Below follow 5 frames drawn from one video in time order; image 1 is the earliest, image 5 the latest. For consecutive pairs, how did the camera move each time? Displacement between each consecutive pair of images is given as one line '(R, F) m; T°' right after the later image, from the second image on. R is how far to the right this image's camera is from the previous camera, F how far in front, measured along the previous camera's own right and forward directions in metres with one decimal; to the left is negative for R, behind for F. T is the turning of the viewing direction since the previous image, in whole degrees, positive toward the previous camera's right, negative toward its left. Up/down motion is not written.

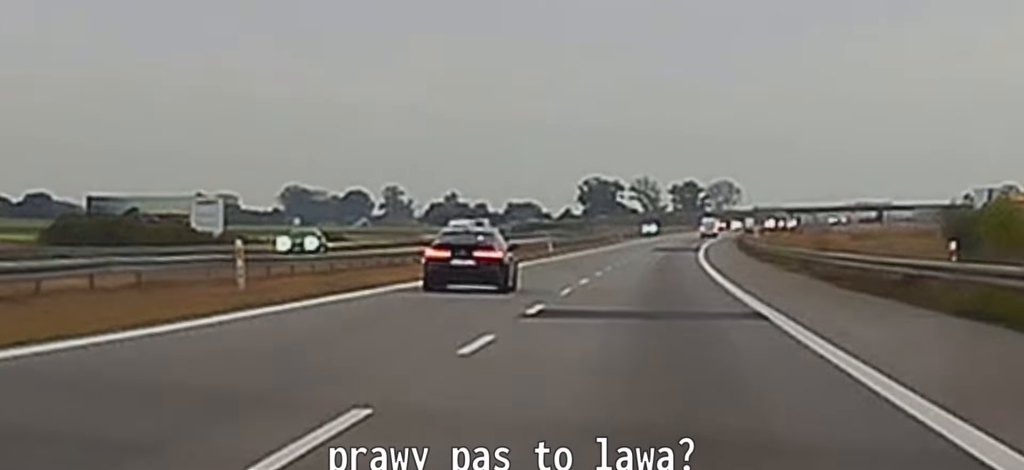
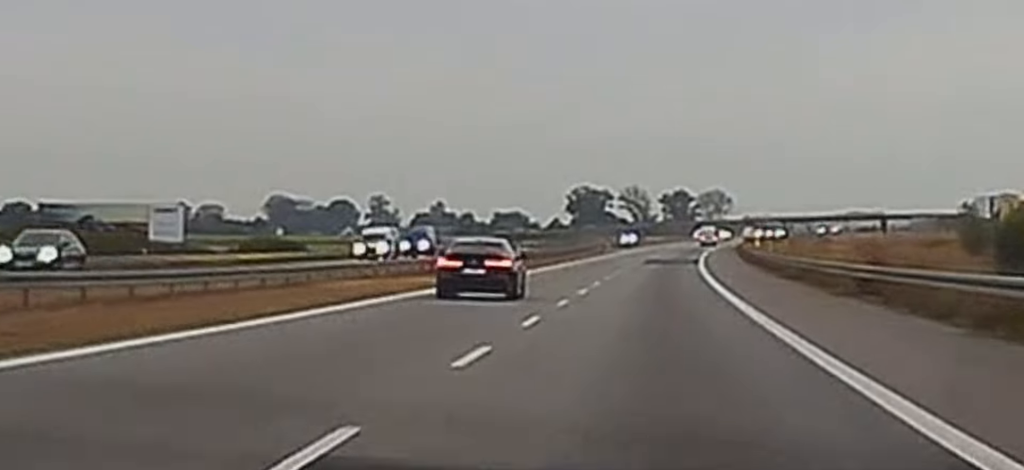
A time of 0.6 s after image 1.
(0.0, +25.3) m; 0°
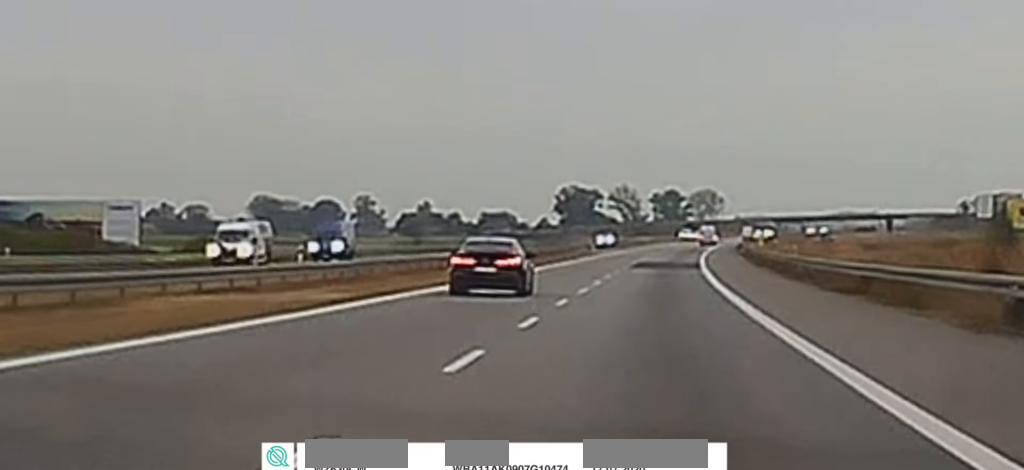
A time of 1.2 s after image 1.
(0.0, +24.0) m; 0°
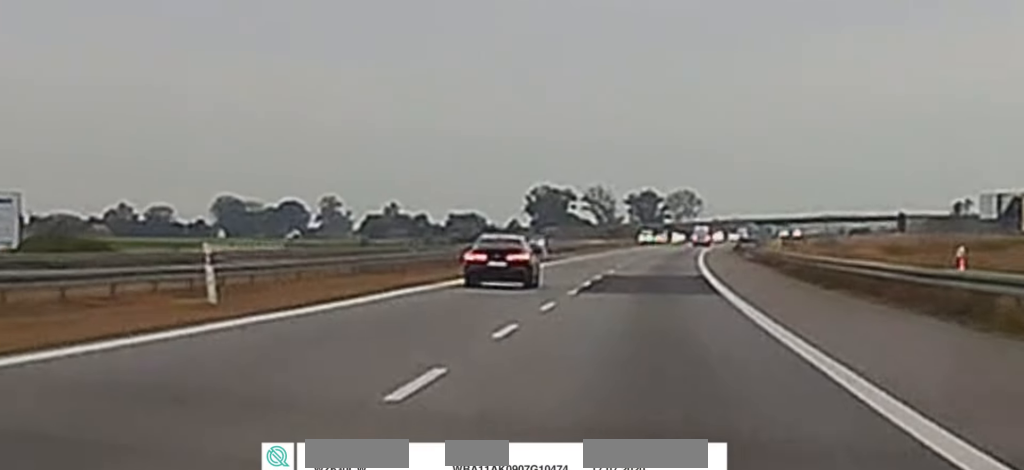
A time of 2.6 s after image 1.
(+0.3, +53.2) m; +1°
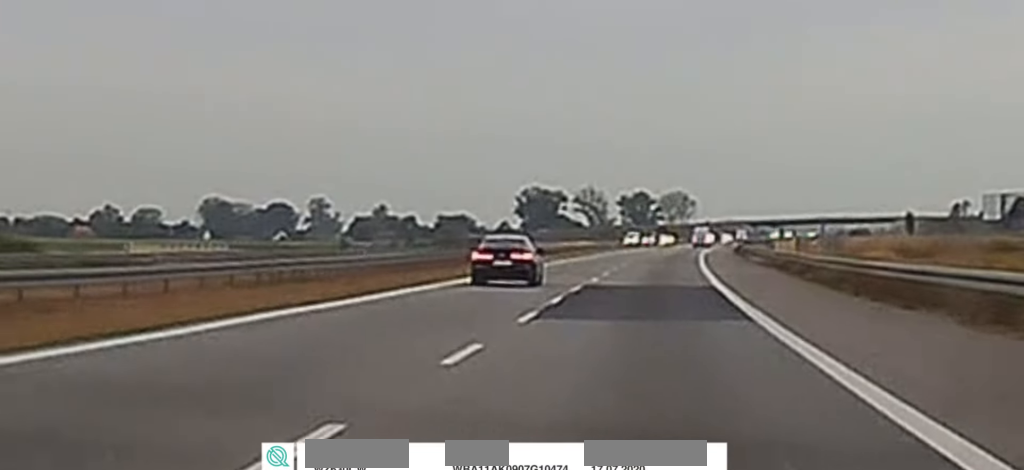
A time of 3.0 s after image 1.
(+0.1, +18.6) m; 0°
